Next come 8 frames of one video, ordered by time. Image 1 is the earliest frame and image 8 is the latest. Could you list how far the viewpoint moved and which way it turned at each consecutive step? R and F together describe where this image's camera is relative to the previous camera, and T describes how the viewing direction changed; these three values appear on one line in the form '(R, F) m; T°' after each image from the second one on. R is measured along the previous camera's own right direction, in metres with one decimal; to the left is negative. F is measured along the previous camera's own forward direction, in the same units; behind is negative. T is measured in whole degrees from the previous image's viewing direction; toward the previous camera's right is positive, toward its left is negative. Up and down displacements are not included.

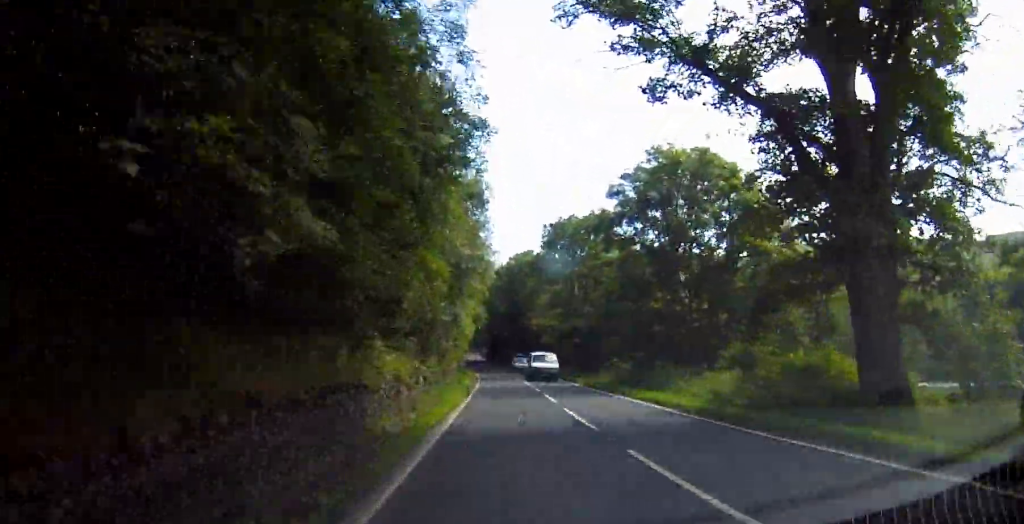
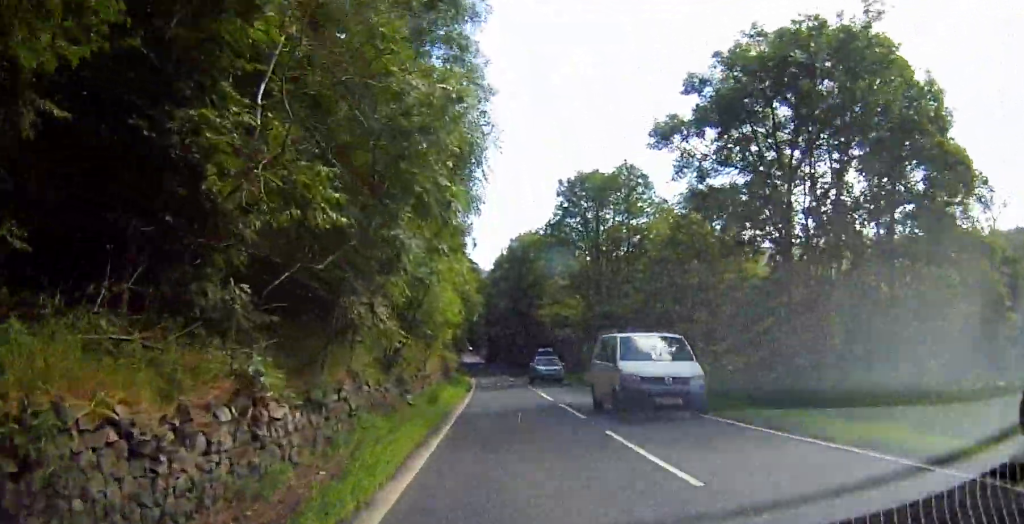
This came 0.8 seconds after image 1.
(+0.1, +16.0) m; -1°
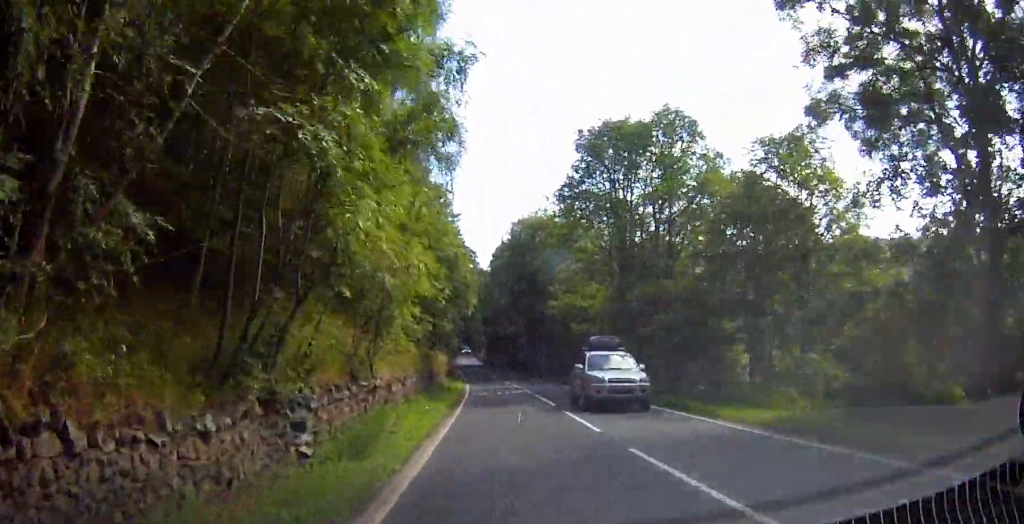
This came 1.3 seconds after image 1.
(-0.1, +10.8) m; -1°
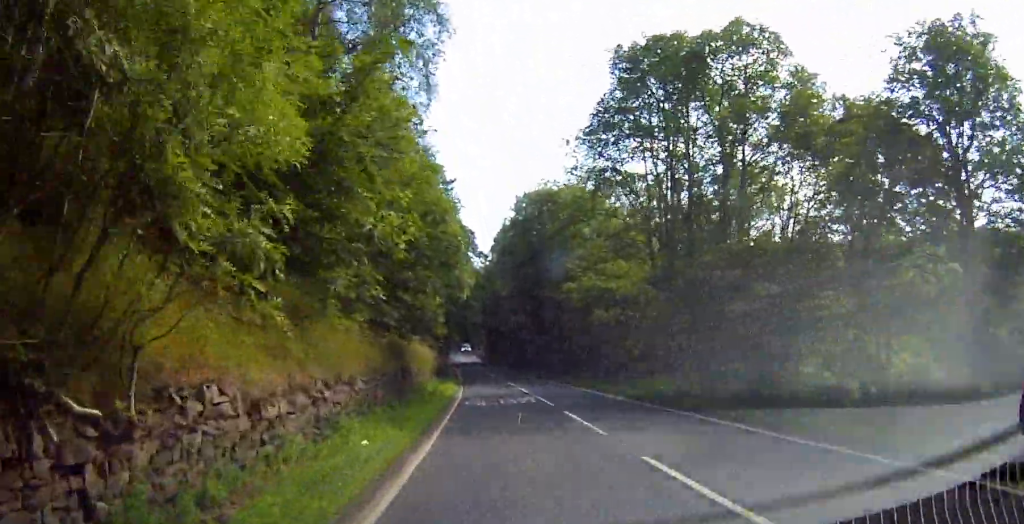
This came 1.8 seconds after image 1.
(0.0, +10.1) m; -1°
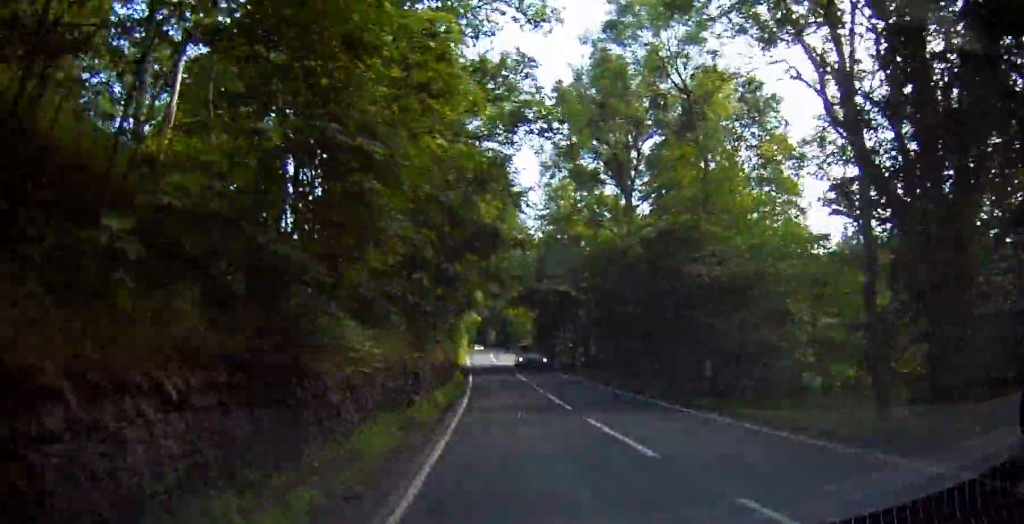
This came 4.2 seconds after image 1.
(-0.9, +47.2) m; -3°
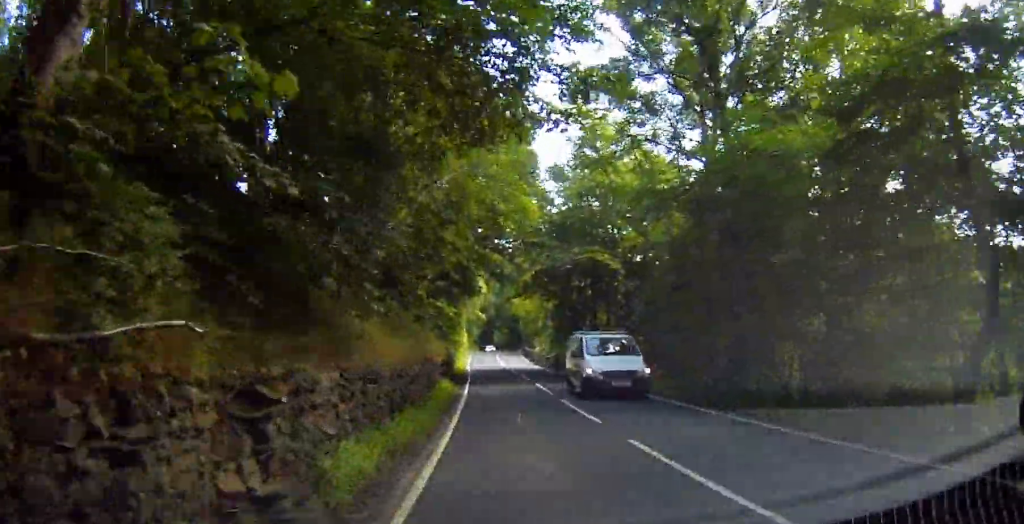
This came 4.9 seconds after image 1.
(-0.1, +13.0) m; -2°
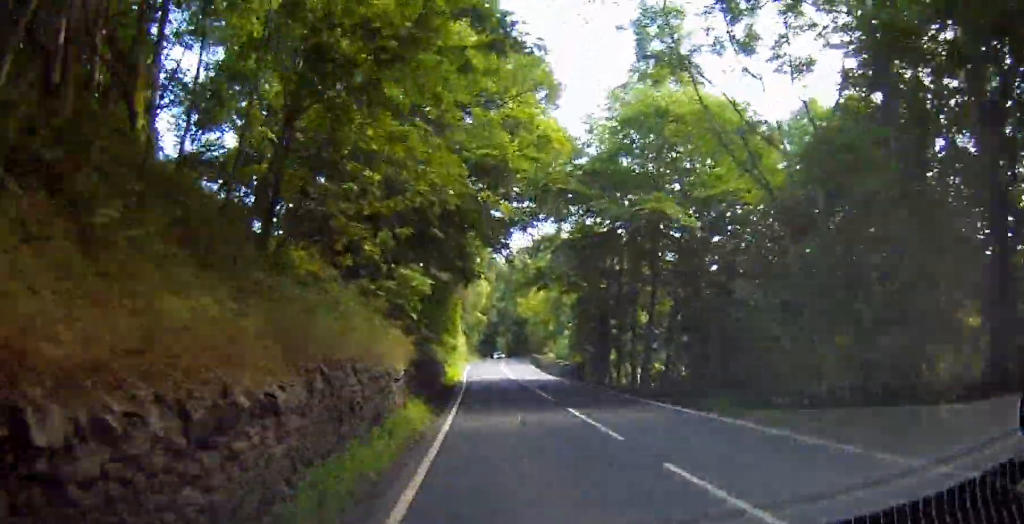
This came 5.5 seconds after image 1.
(-0.4, +11.4) m; -1°
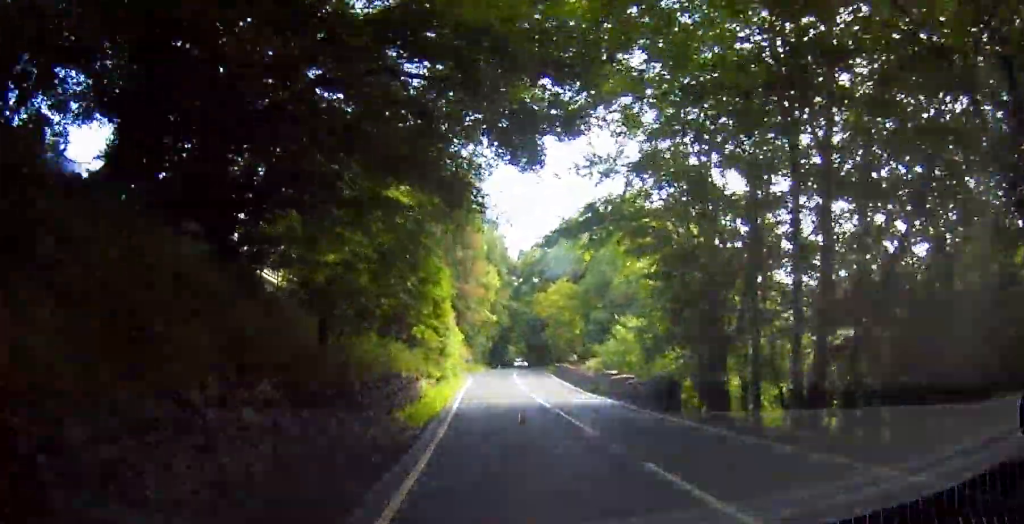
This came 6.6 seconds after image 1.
(-0.2, +17.3) m; +1°
